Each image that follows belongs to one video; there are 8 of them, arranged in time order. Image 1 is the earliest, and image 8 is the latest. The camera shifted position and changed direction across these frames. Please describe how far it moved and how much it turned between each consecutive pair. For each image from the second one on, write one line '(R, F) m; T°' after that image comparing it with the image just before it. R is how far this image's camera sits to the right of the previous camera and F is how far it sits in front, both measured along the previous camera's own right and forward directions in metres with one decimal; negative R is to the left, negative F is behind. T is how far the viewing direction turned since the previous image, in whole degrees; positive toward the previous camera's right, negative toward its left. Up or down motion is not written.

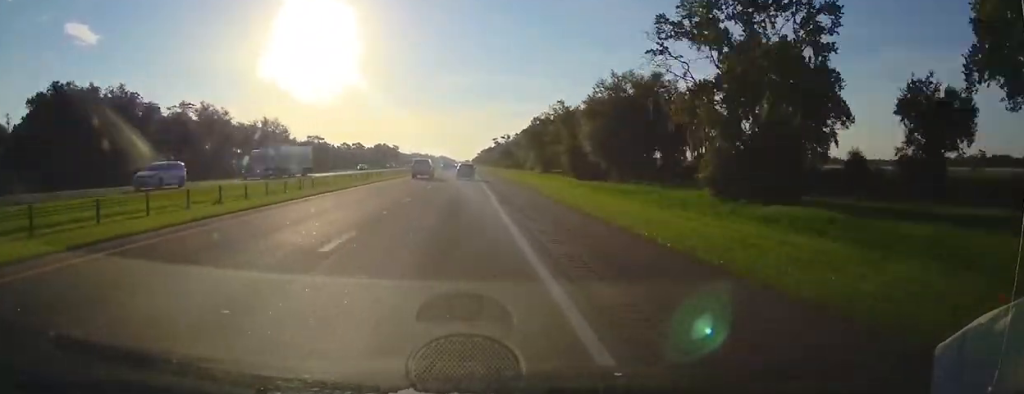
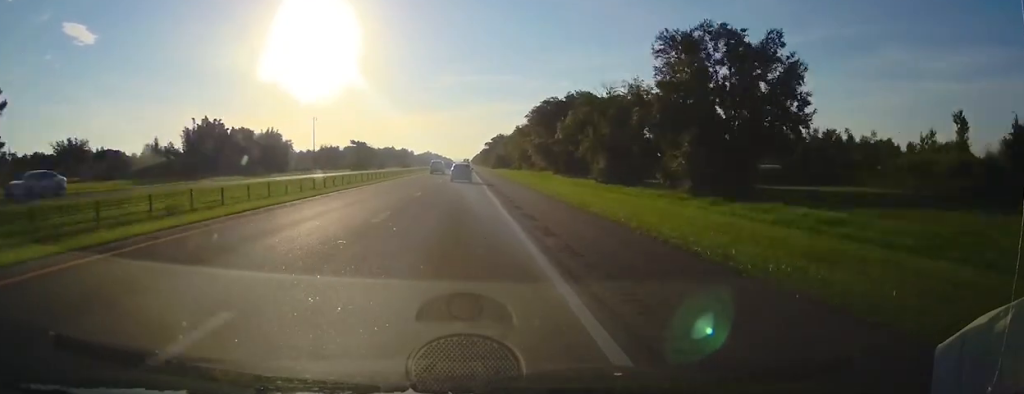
(-1.0, +287.6) m; 0°
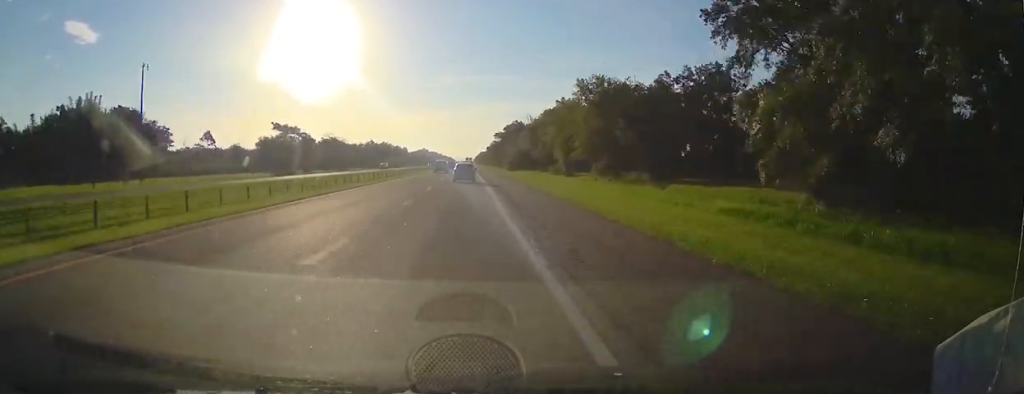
(+0.3, +85.4) m; 0°
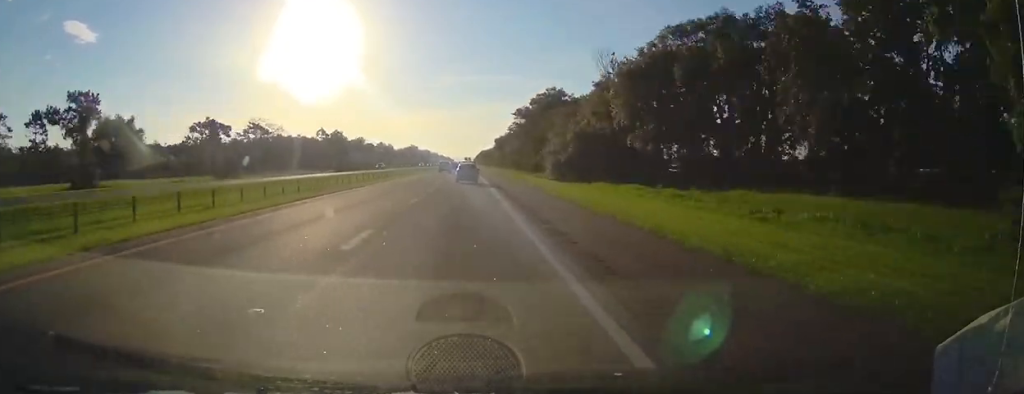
(+0.3, +86.7) m; 0°
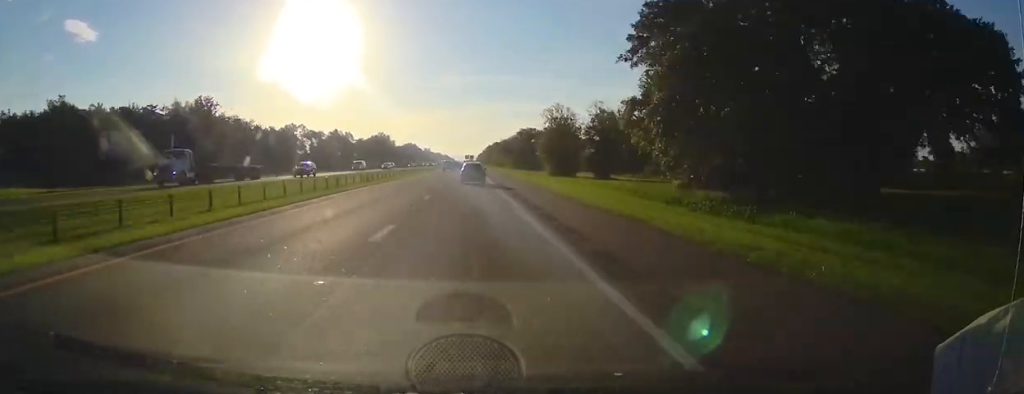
(-0.7, +133.1) m; -1°
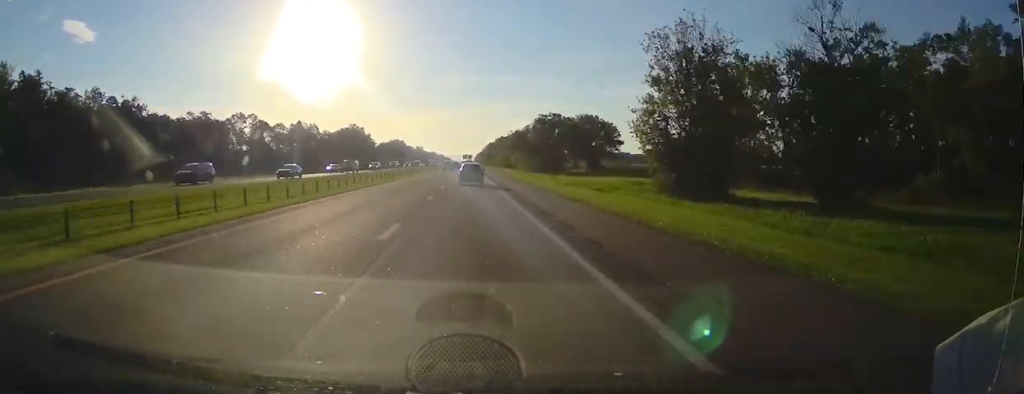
(-0.1, +47.8) m; 0°
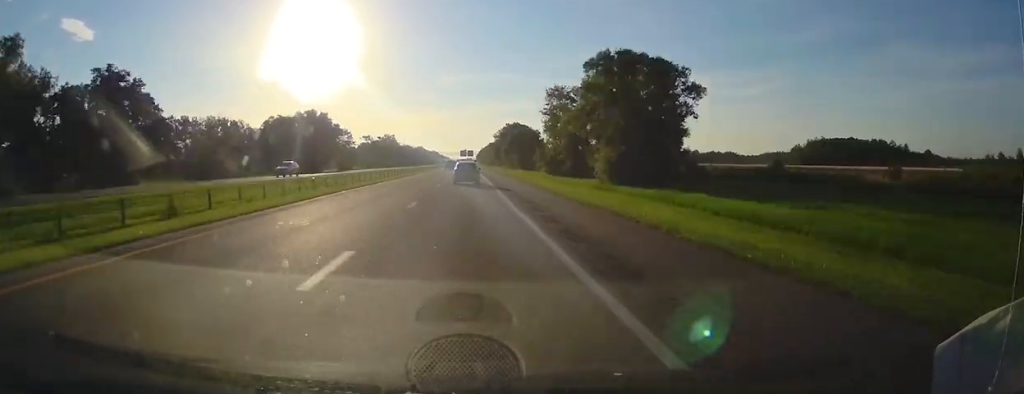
(+1.2, +172.5) m; +1°
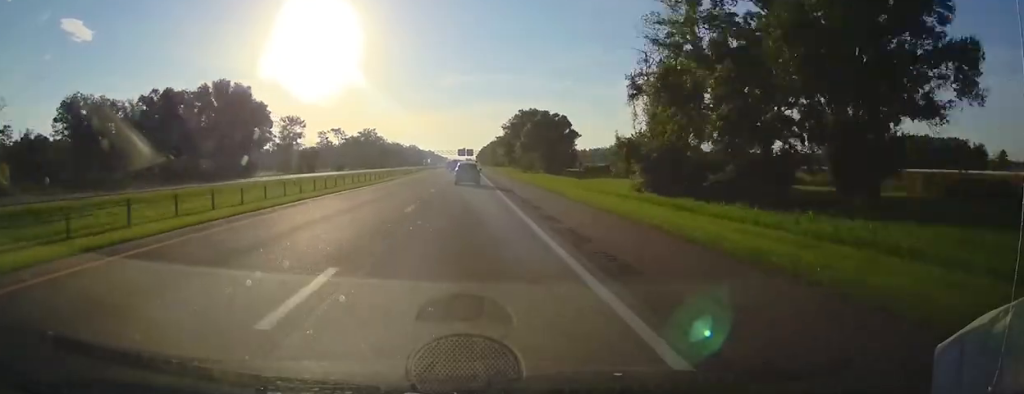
(+0.3, +79.2) m; 0°
